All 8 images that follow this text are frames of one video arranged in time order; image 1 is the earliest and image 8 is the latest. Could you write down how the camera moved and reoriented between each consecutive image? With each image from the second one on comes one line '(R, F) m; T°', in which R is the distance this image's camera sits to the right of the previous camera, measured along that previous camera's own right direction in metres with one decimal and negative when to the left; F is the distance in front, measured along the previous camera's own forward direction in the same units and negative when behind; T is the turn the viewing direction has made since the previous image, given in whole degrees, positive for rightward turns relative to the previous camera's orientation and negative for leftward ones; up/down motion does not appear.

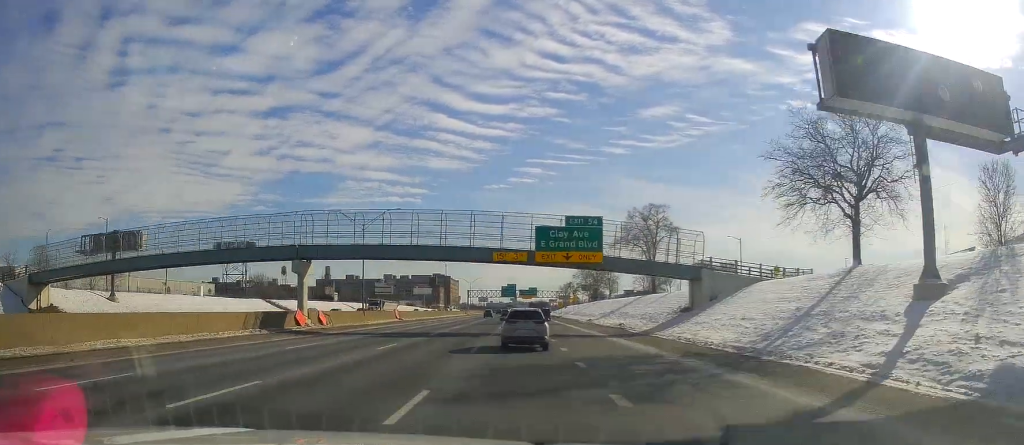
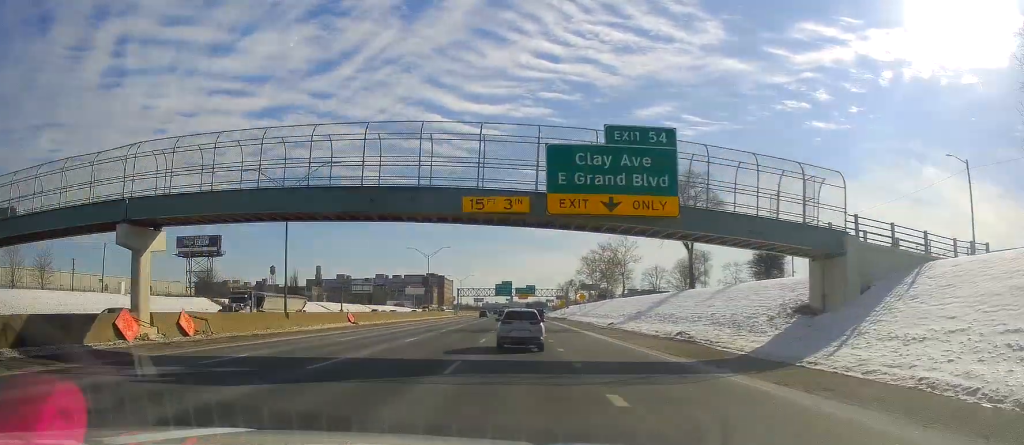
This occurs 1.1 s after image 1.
(-0.1, +22.5) m; 0°
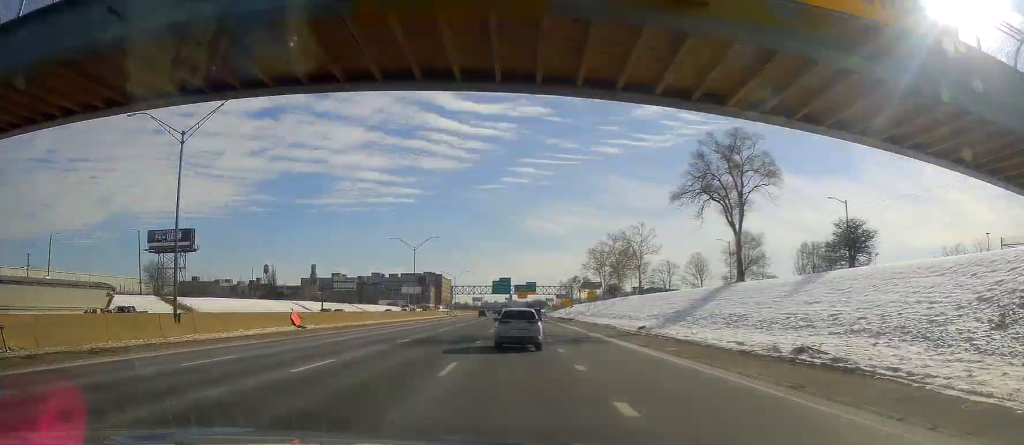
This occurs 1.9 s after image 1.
(+0.1, +16.0) m; 0°
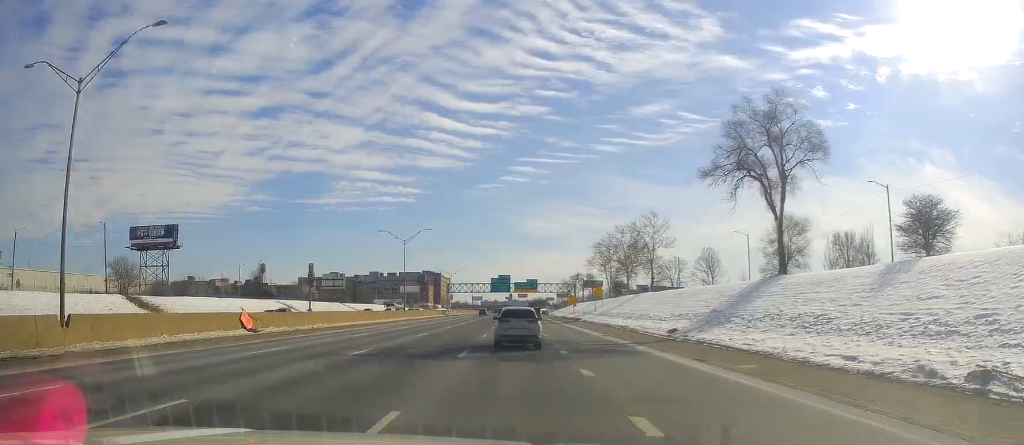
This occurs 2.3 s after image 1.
(+0.1, +9.2) m; 0°
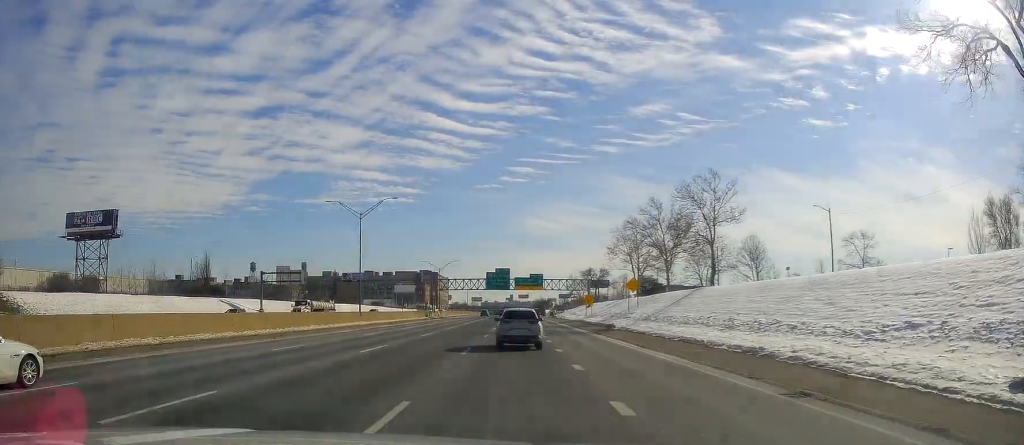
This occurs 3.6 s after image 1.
(-0.2, +28.7) m; +1°
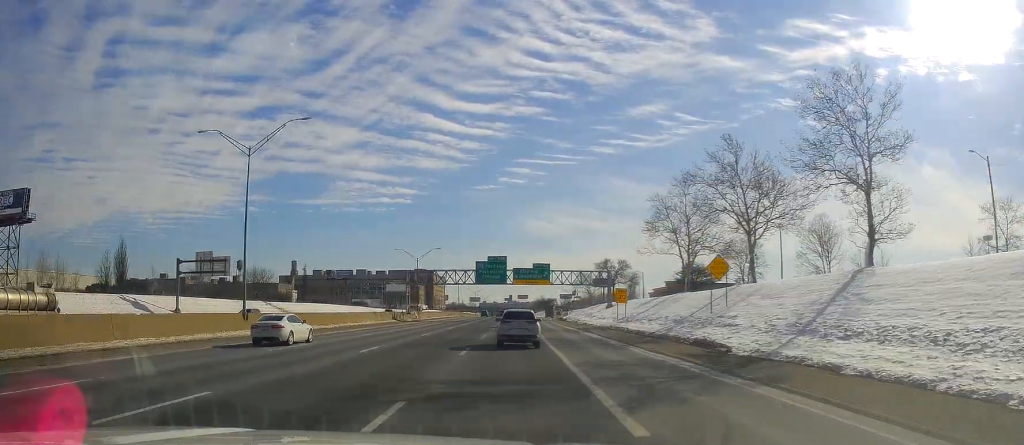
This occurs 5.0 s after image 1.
(+0.1, +30.8) m; -1°
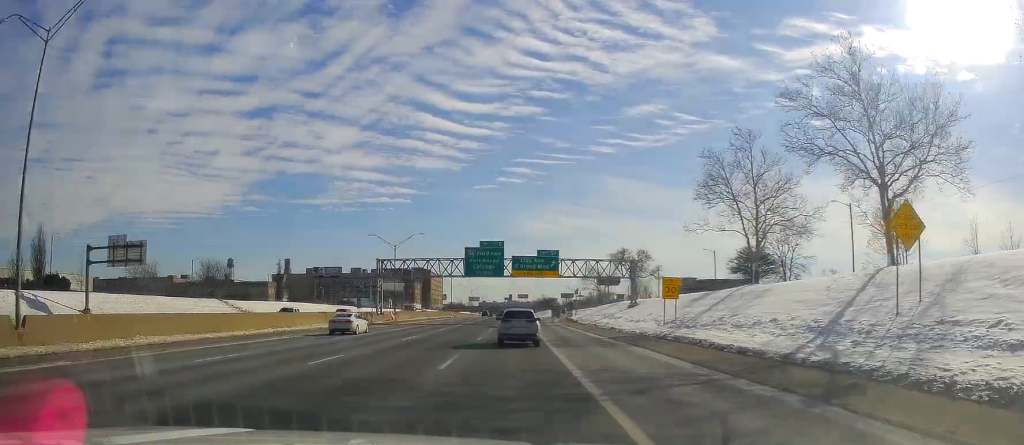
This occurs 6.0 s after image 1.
(-0.2, +20.8) m; 0°
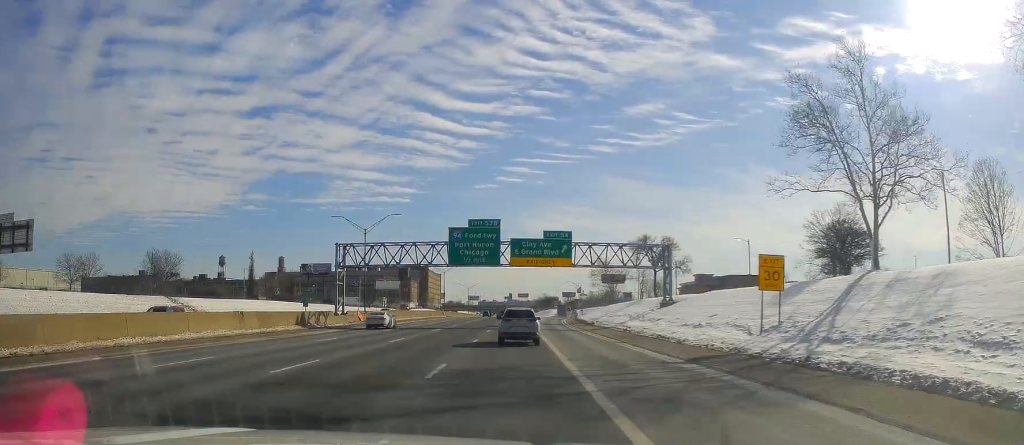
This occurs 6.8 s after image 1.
(+0.2, +18.1) m; +1°
